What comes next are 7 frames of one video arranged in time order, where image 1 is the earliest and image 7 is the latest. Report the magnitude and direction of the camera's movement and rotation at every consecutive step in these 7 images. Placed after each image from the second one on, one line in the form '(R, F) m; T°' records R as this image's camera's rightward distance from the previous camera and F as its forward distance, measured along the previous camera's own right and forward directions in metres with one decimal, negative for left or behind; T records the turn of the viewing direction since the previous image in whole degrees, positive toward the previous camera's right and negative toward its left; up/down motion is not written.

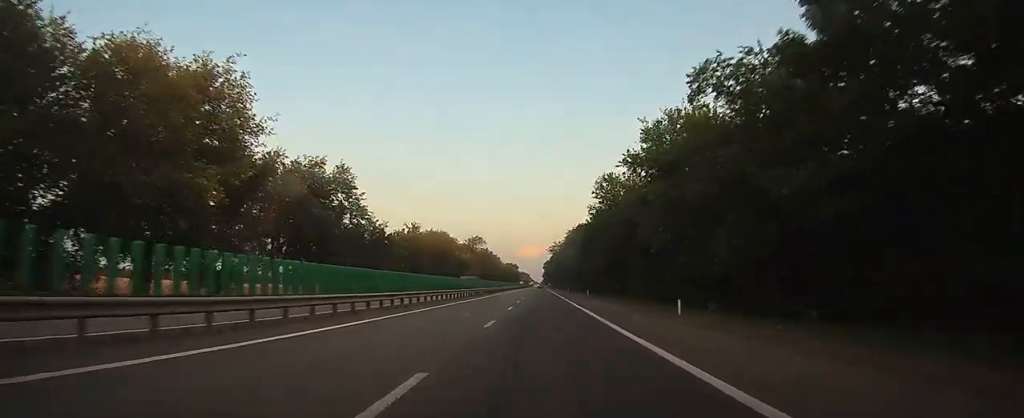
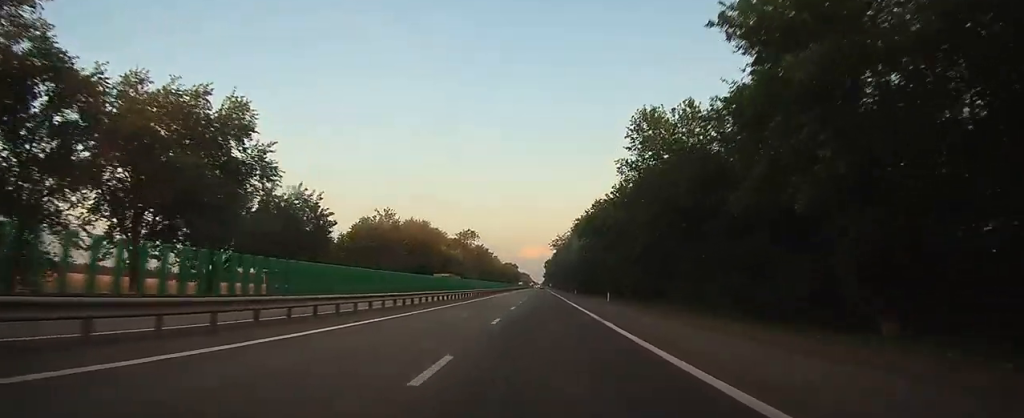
(0.0, +21.7) m; 0°
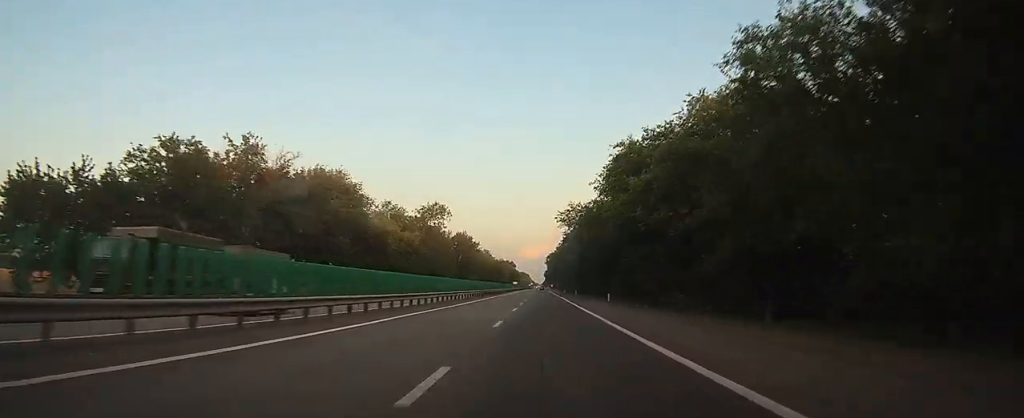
(-0.2, +48.8) m; 0°
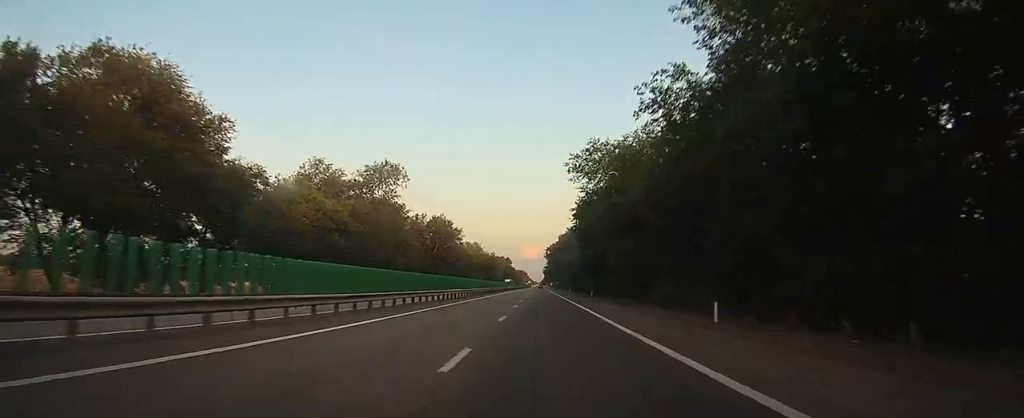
(+0.1, +33.2) m; 0°
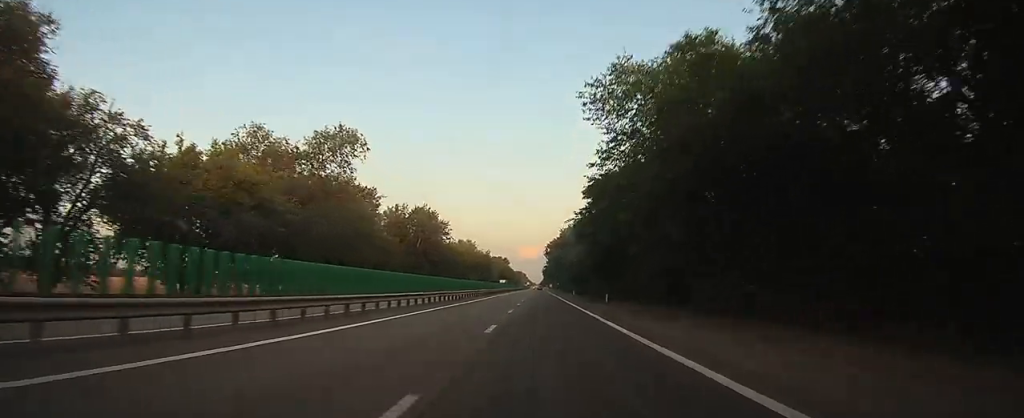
(0.0, +16.6) m; 0°
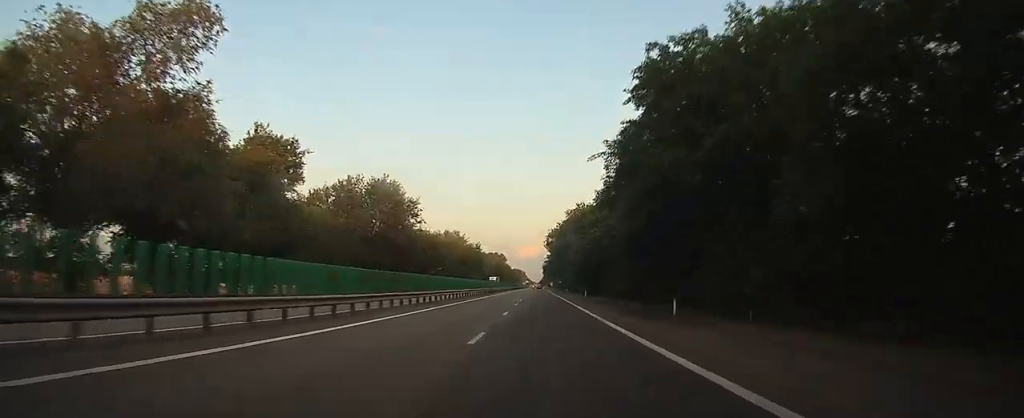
(0.0, +27.0) m; 0°
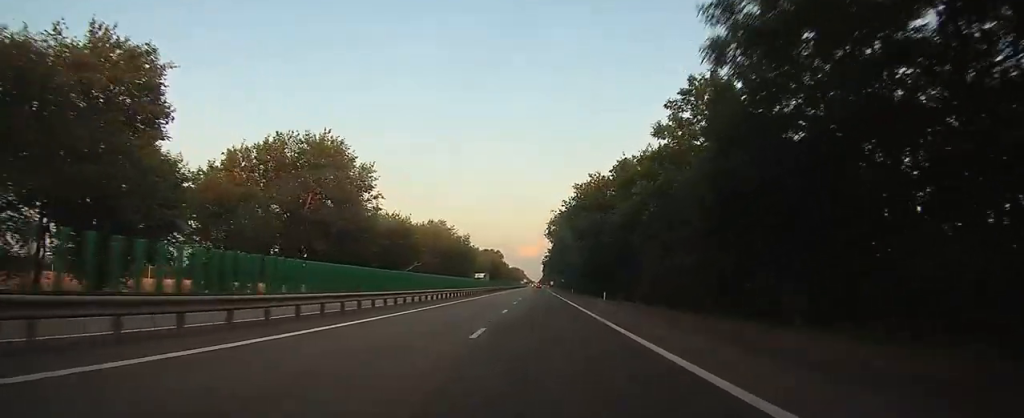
(0.0, +22.8) m; 0°
